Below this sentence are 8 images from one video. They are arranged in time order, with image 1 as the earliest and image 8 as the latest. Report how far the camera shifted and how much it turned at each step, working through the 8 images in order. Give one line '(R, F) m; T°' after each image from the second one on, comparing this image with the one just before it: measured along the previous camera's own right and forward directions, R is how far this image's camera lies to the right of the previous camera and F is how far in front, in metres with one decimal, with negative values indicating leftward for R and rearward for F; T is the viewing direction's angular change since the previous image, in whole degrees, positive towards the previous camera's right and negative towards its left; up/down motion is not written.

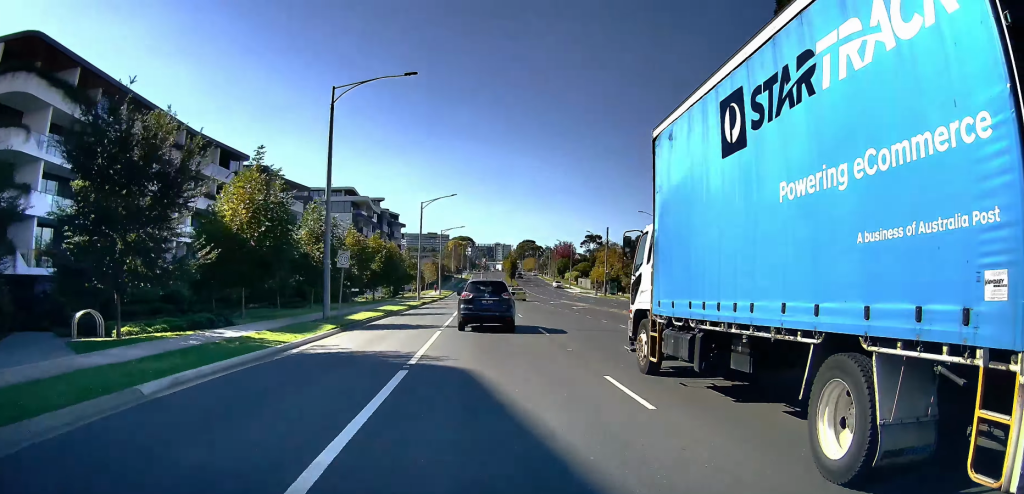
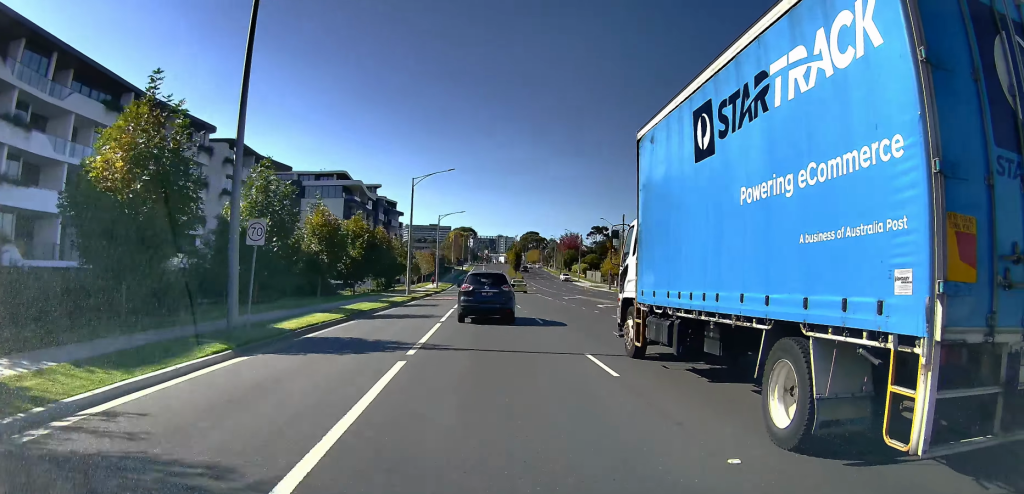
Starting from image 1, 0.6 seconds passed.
(0.0, +9.7) m; 0°
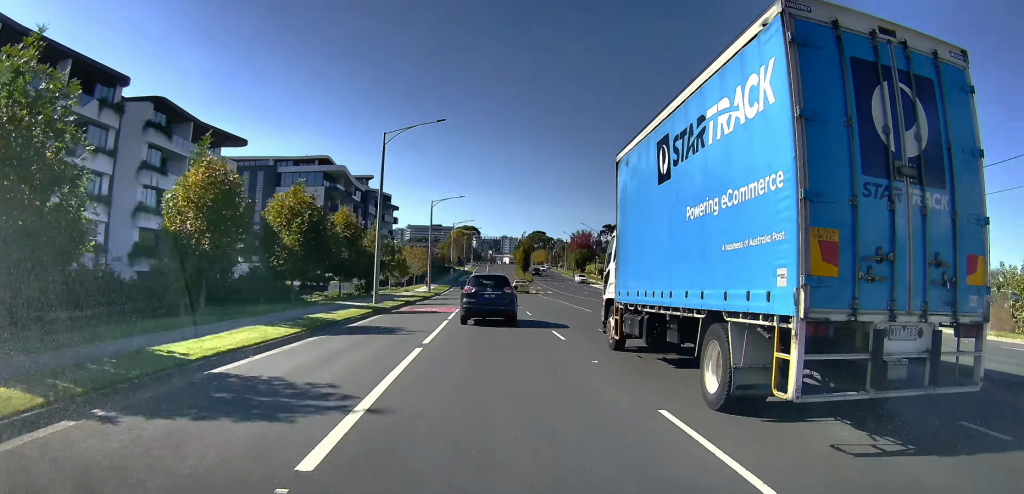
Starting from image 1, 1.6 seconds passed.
(0.0, +16.7) m; 0°
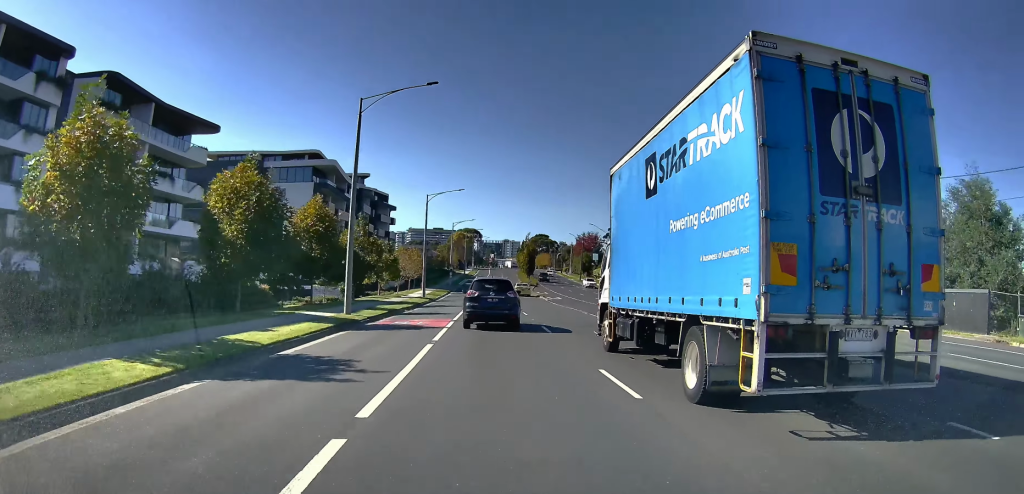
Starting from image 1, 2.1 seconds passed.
(0.0, +7.6) m; 0°
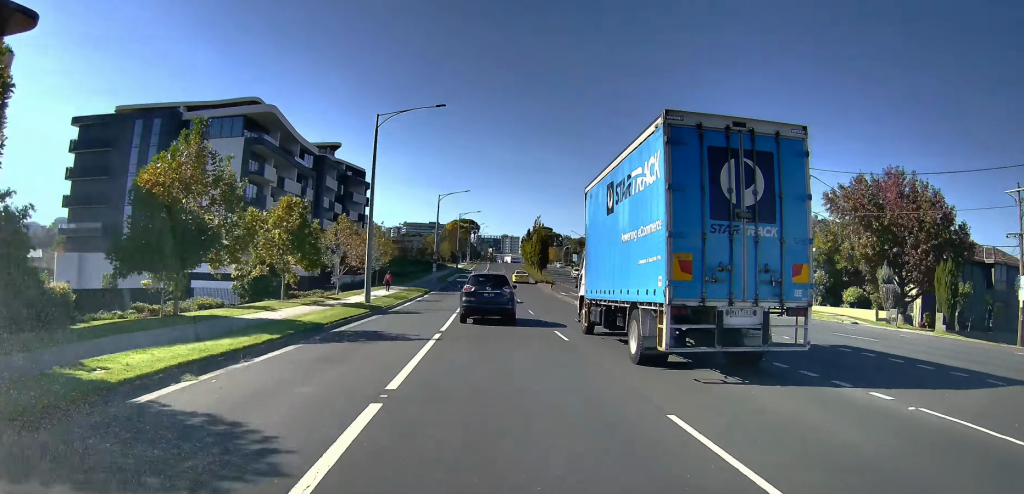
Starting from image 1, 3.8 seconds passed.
(-0.2, +27.6) m; -1°
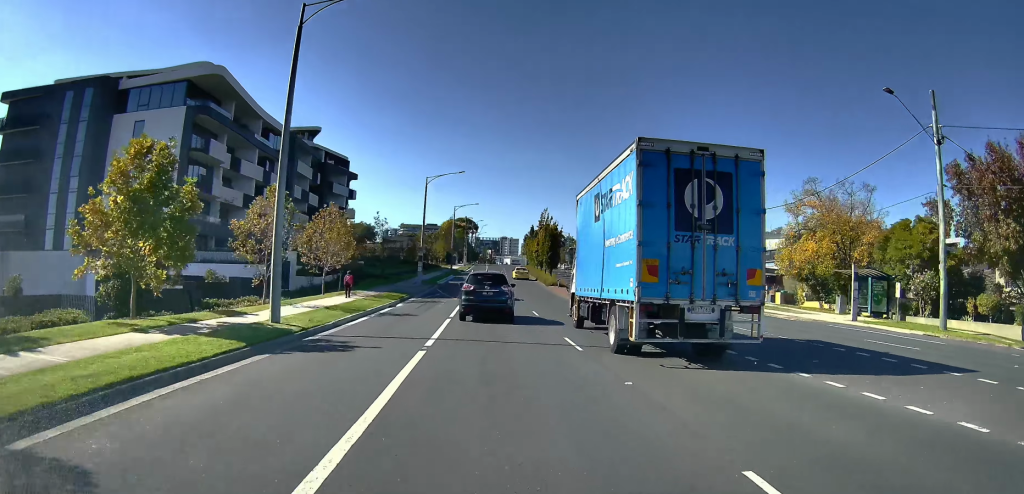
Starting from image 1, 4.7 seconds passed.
(0.0, +14.1) m; 0°
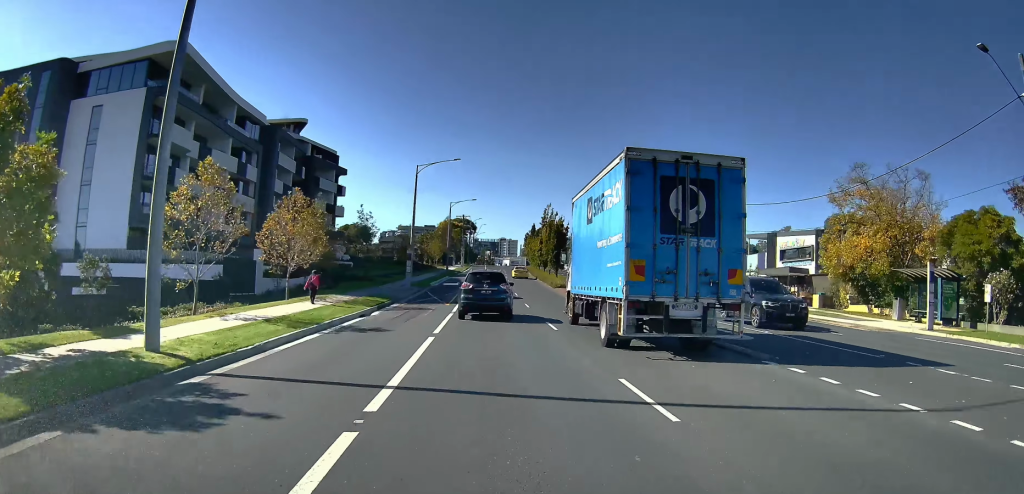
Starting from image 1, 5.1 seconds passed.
(0.0, +7.1) m; 0°
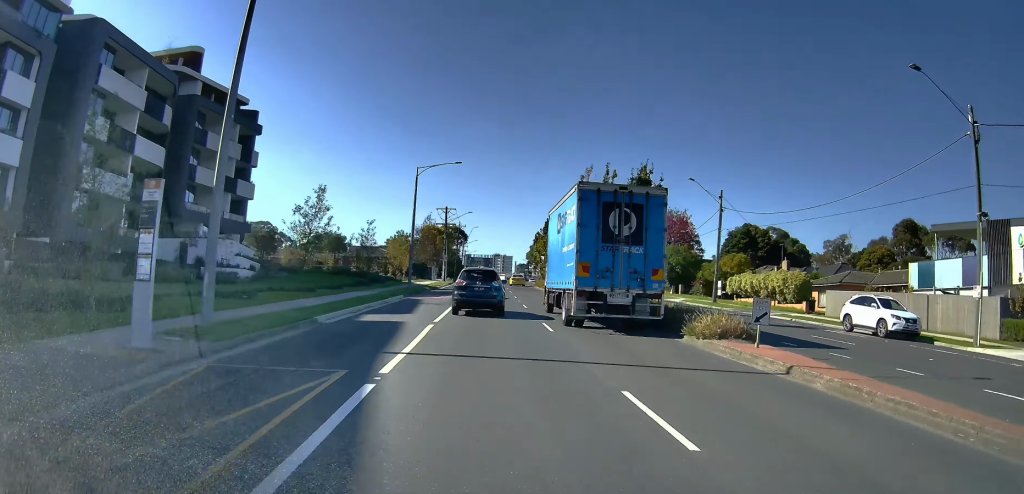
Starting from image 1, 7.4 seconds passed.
(0.0, +37.4) m; +1°
